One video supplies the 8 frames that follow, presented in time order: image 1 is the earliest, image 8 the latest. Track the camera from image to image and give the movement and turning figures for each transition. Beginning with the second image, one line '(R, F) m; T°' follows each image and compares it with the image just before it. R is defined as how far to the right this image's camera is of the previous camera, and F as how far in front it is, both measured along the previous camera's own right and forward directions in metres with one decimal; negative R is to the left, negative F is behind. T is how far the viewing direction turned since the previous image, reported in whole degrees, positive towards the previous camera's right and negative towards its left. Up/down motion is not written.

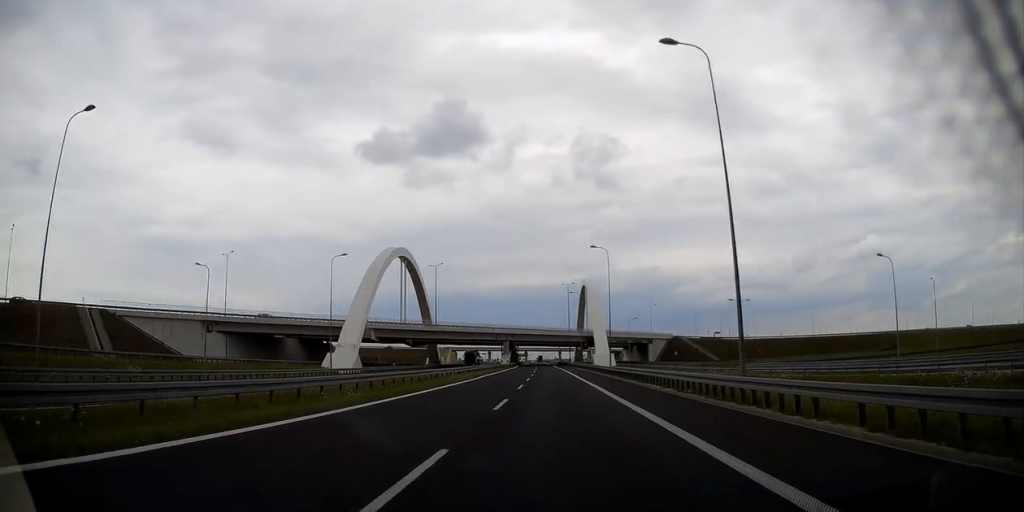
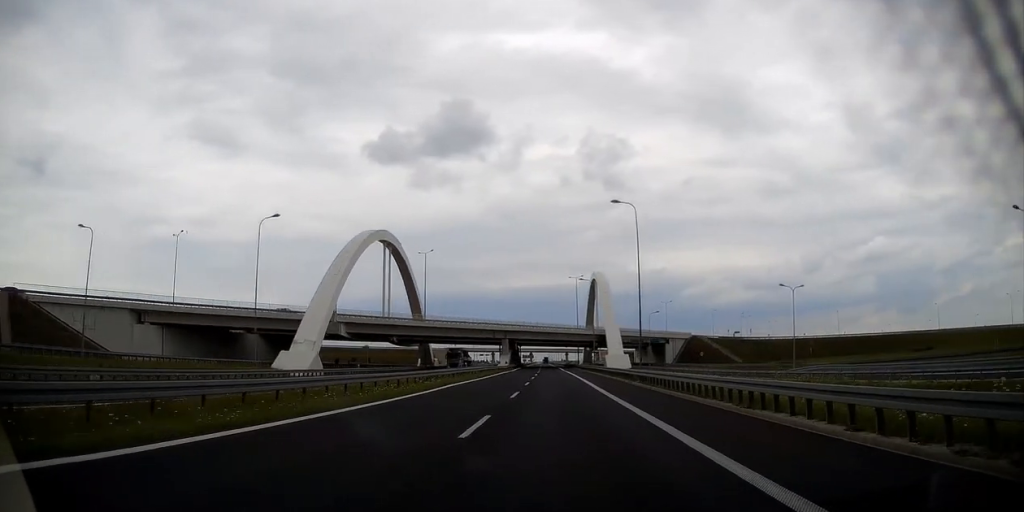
(-0.1, +17.6) m; -1°
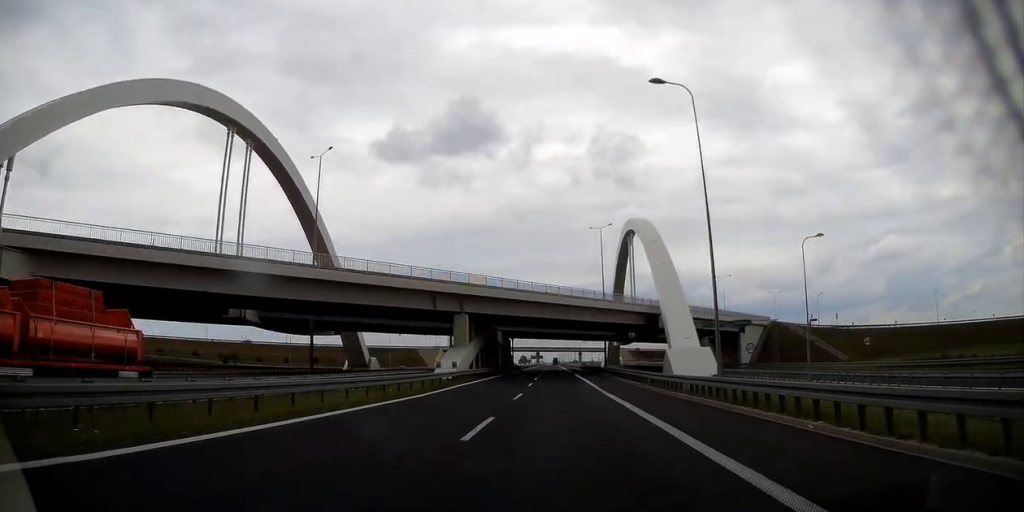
(-0.4, +59.1) m; -1°
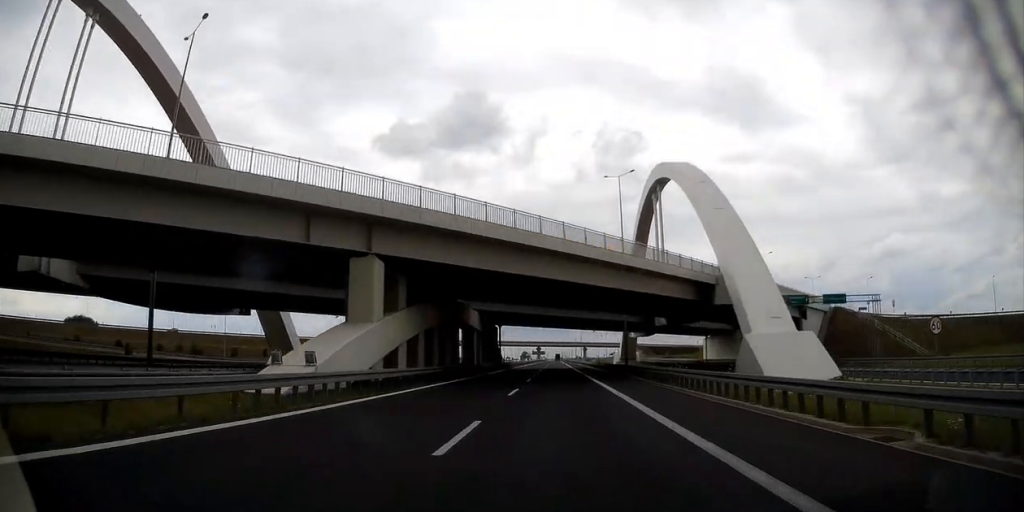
(-0.2, +26.1) m; 0°
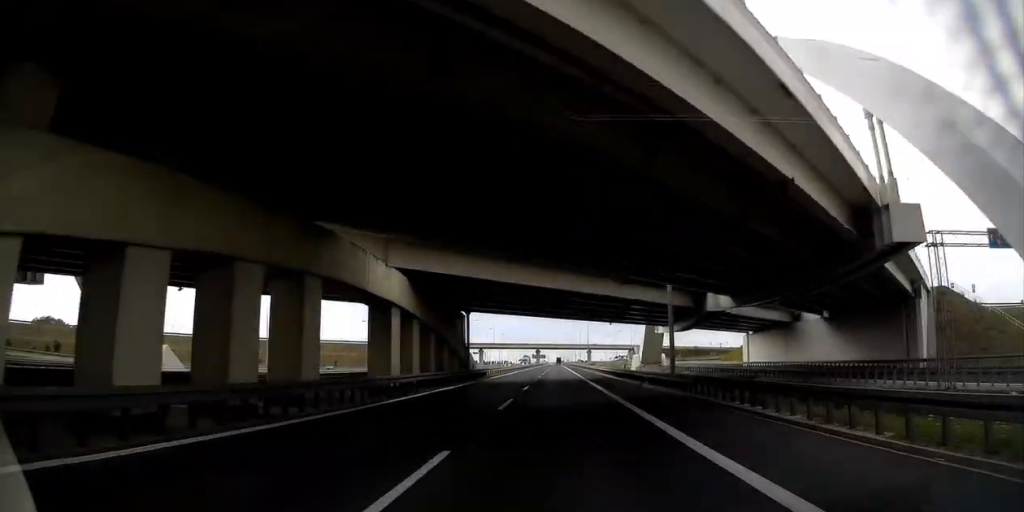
(-0.1, +27.3) m; 0°
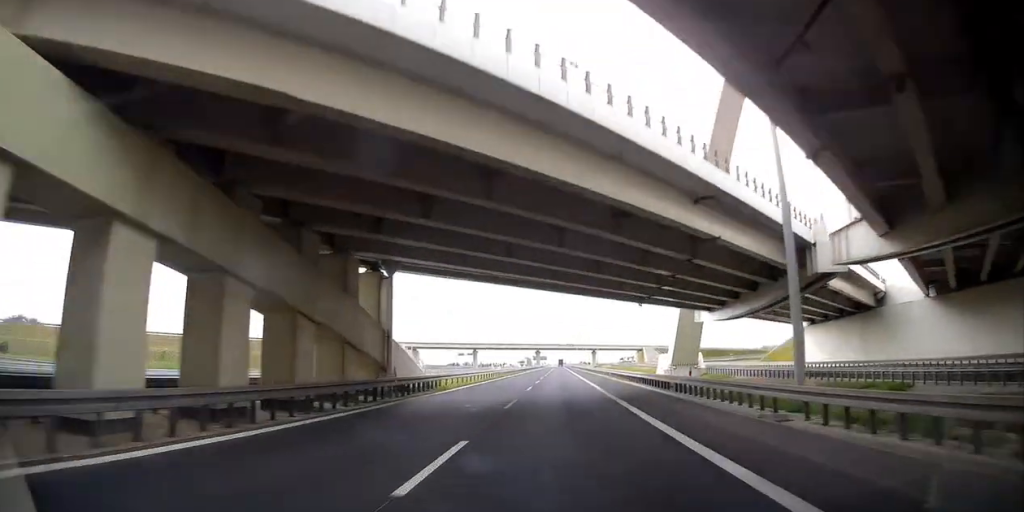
(+0.1, +21.5) m; 0°
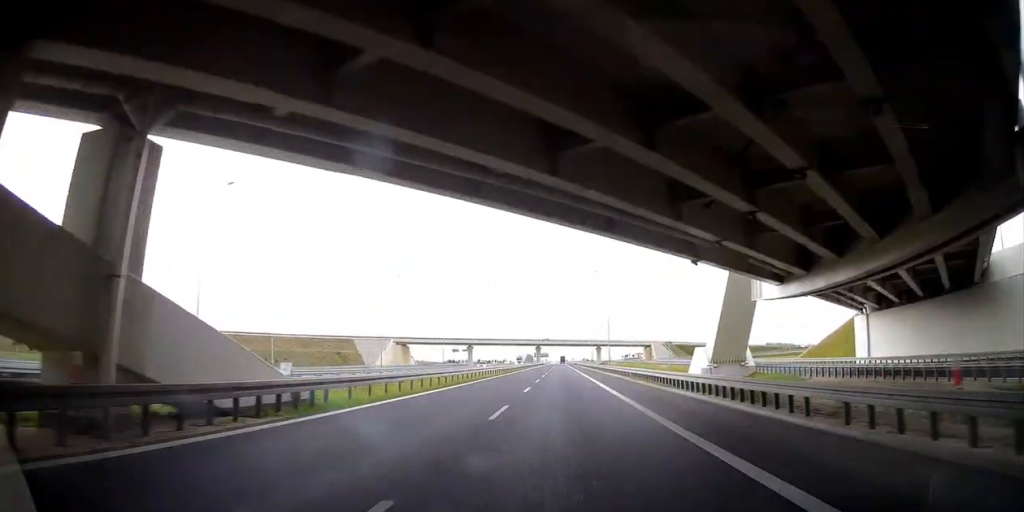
(0.0, +16.8) m; 0°
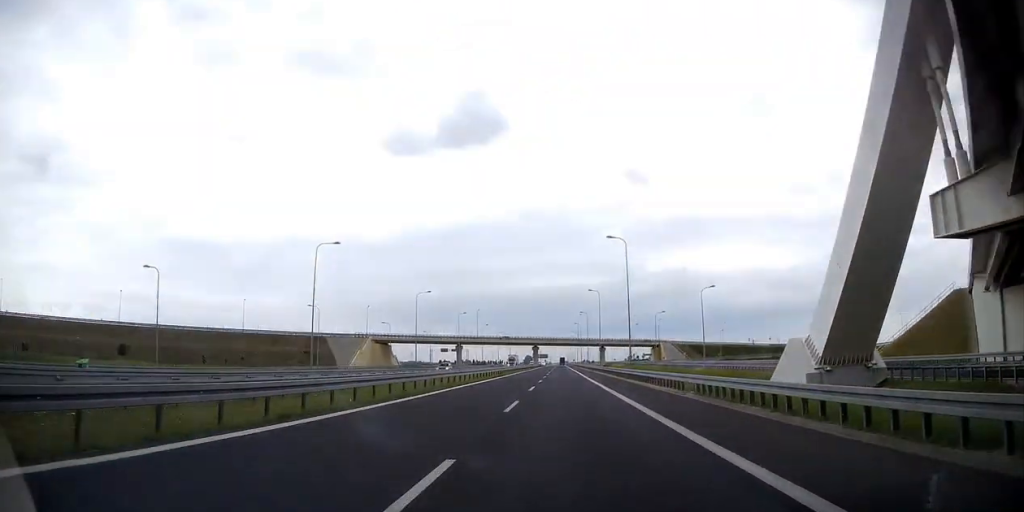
(0.0, +21.6) m; 0°
